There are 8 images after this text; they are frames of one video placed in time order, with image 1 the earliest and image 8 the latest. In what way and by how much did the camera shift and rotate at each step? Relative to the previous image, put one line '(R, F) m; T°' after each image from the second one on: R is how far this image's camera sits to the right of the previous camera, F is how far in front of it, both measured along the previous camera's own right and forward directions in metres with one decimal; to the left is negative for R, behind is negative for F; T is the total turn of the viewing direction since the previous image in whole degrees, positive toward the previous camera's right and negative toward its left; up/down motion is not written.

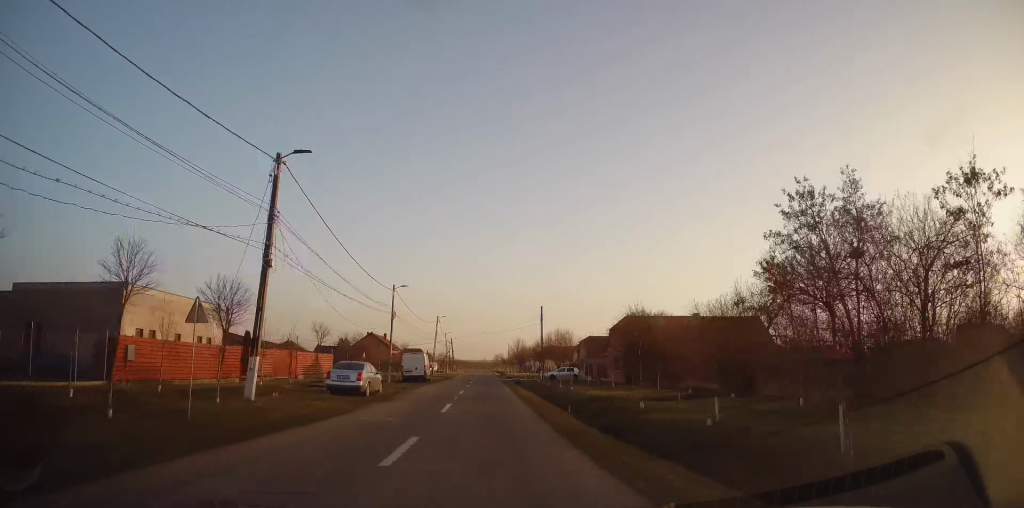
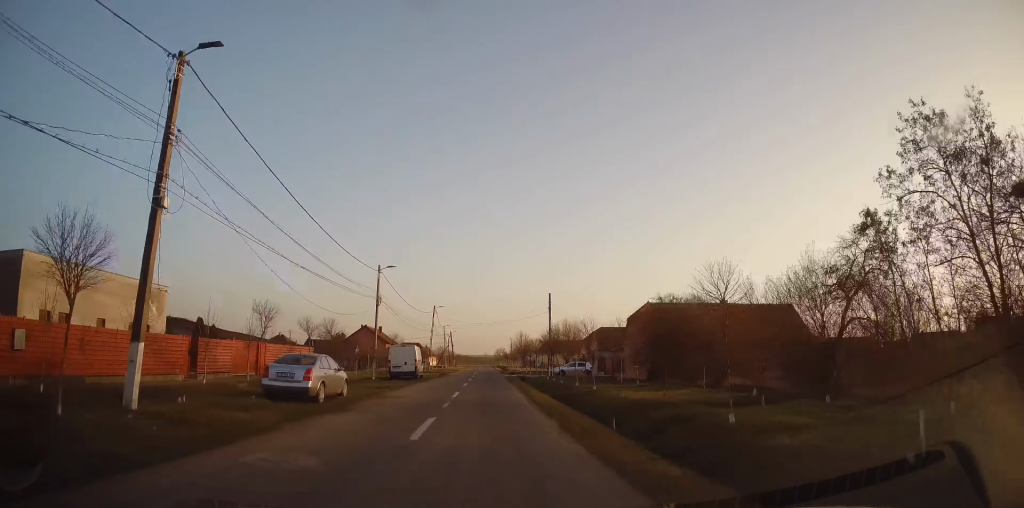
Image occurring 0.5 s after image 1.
(+0.3, +5.5) m; 0°
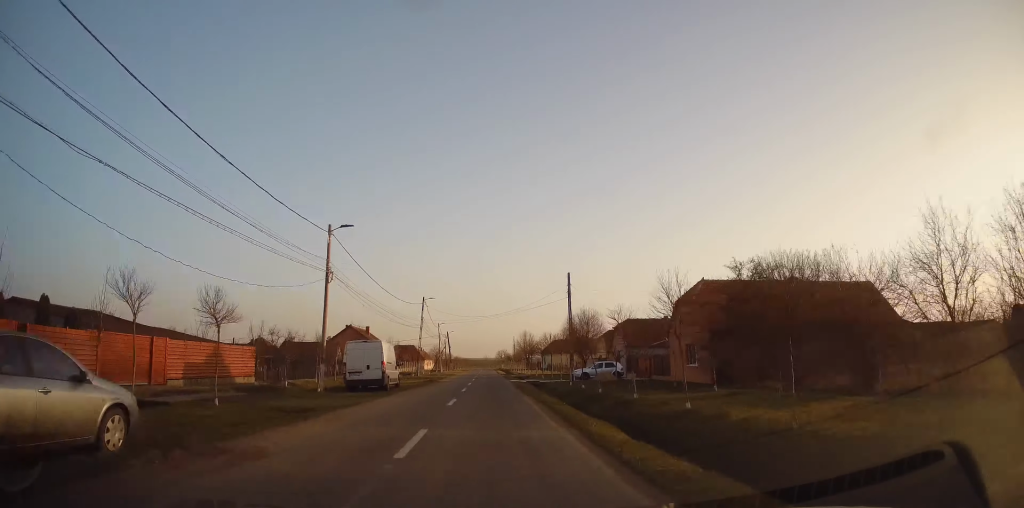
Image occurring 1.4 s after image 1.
(-0.5, +11.0) m; -2°
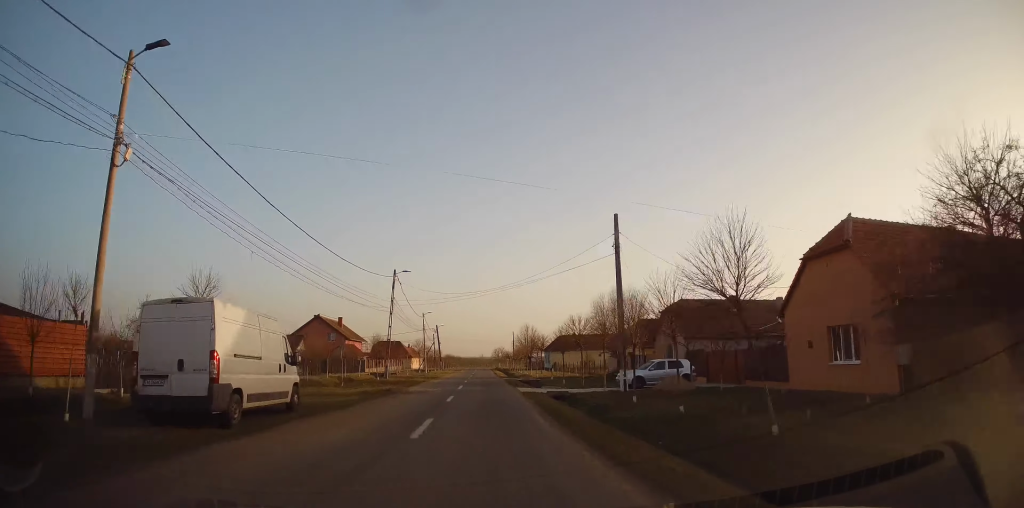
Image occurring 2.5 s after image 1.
(-0.1, +15.2) m; +2°
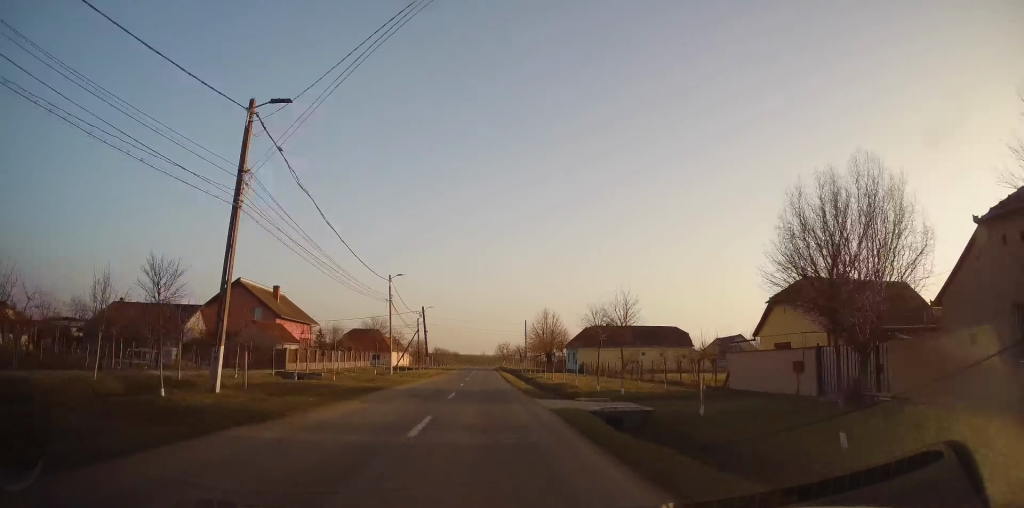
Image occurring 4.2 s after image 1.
(+0.5, +26.6) m; 0°
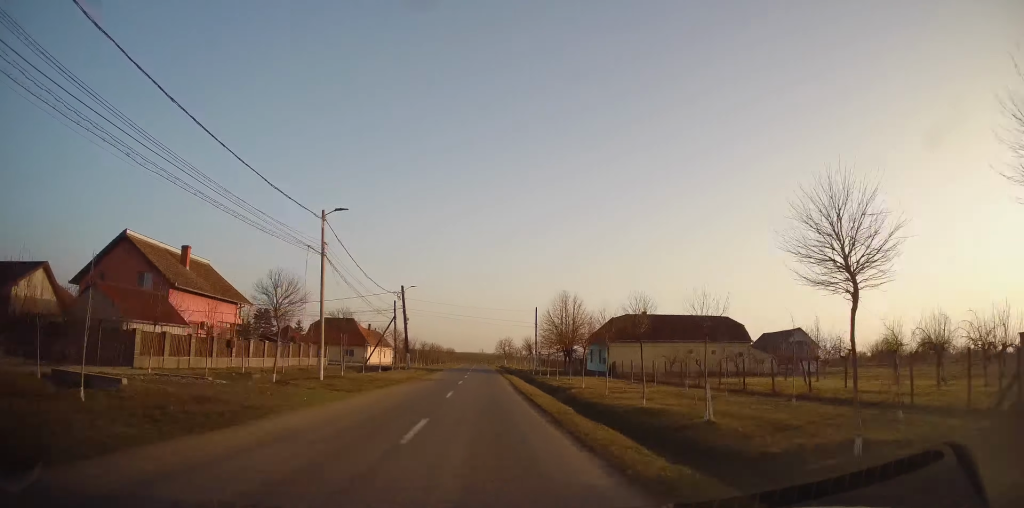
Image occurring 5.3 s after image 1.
(-0.2, +18.3) m; -1°
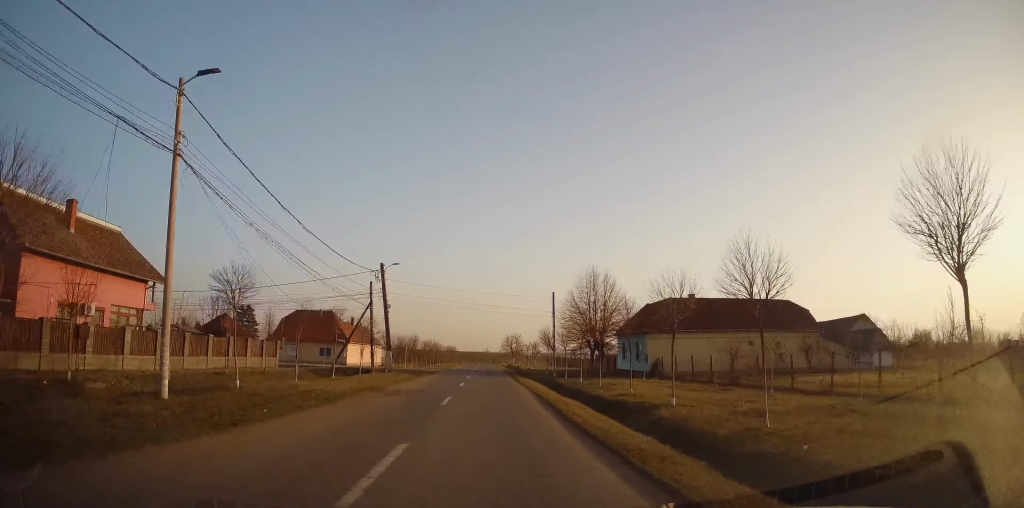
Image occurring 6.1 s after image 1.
(-0.2, +13.2) m; 0°
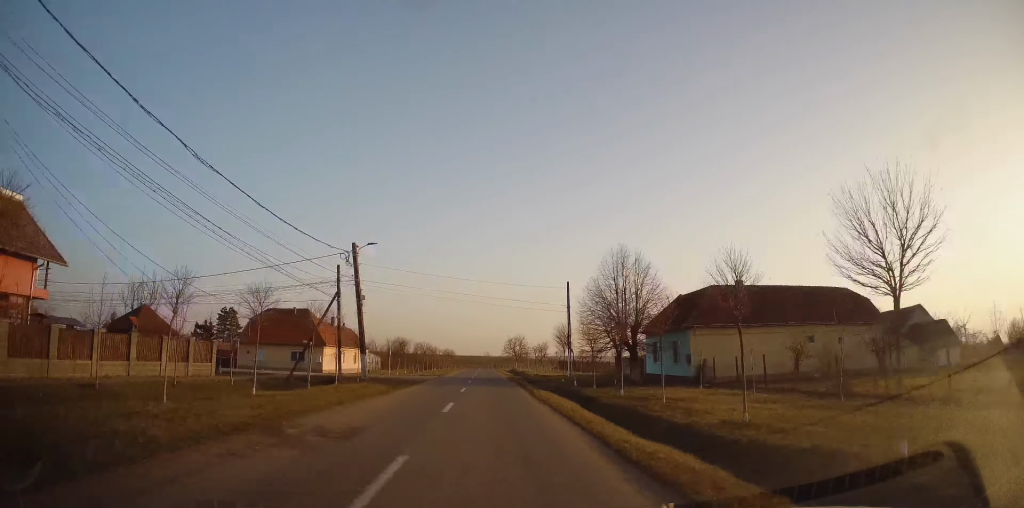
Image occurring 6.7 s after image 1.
(-0.1, +9.3) m; 0°
